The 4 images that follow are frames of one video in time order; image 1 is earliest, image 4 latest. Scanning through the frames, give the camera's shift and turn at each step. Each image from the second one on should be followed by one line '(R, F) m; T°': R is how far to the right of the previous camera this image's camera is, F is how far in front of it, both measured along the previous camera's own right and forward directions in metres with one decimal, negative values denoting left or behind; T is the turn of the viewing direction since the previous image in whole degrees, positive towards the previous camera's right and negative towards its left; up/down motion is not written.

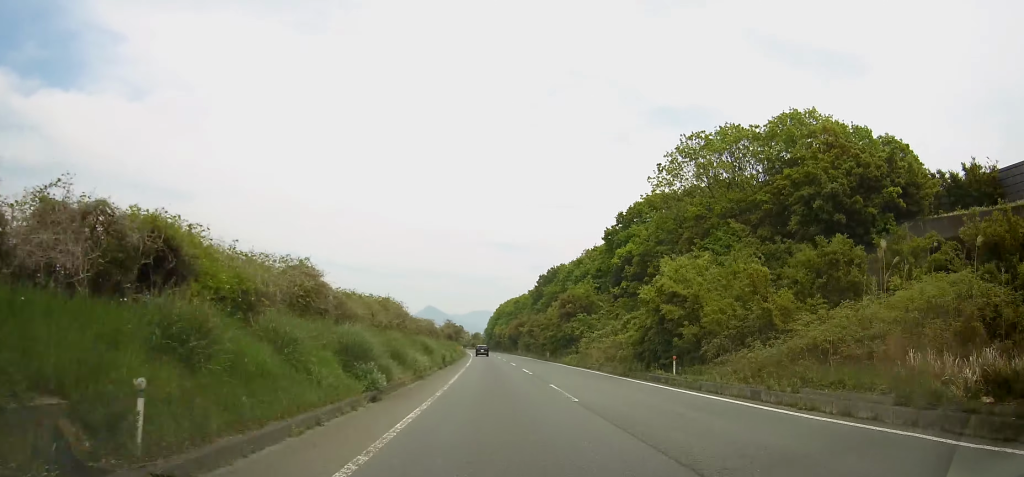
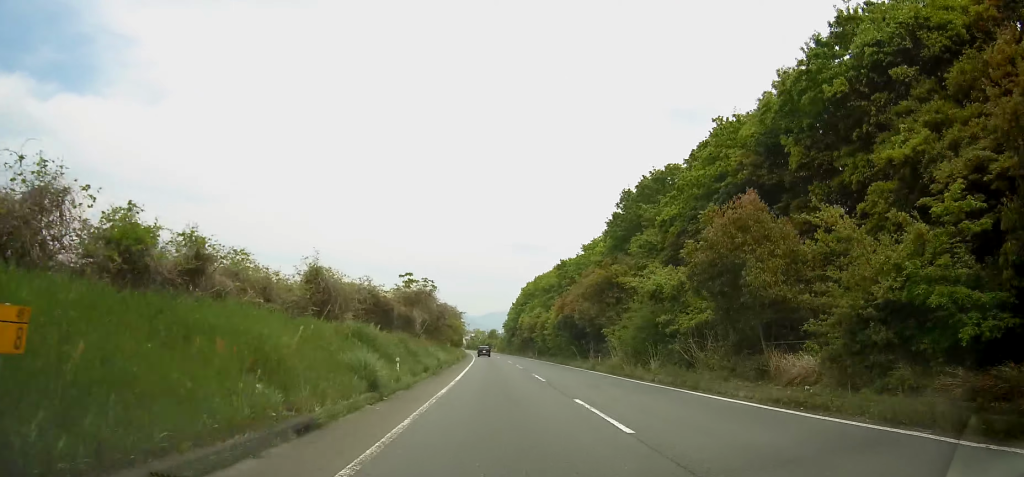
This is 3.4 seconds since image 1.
(-1.1, +64.8) m; -2°
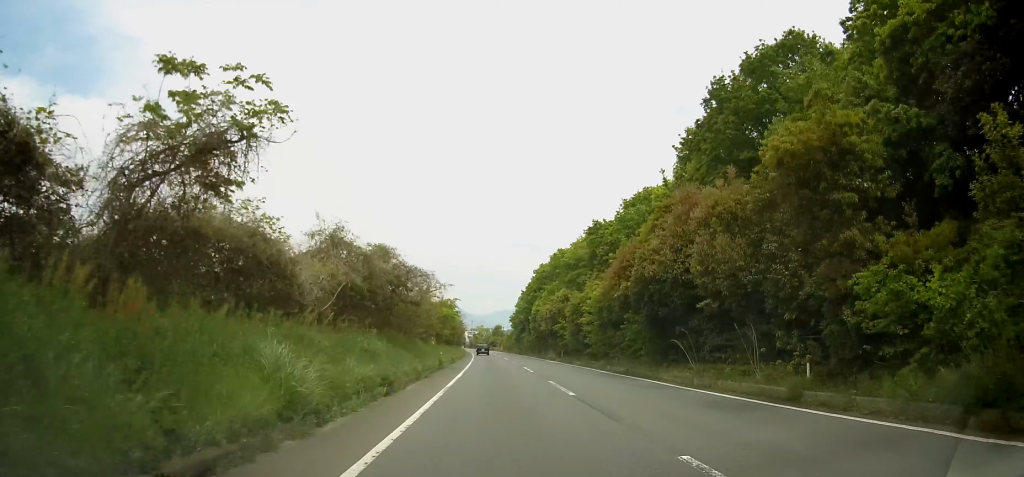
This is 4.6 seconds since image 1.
(0.0, +23.2) m; 0°
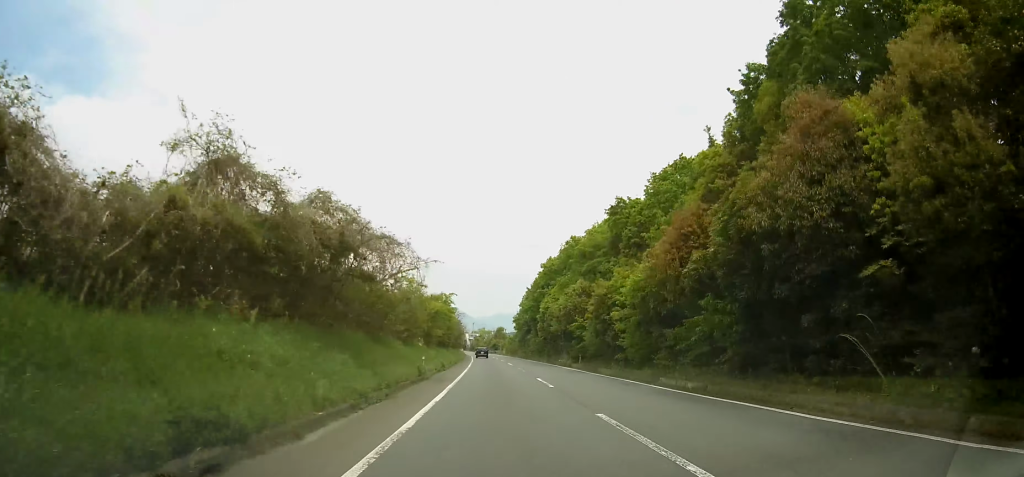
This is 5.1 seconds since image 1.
(0.0, +9.7) m; 0°
